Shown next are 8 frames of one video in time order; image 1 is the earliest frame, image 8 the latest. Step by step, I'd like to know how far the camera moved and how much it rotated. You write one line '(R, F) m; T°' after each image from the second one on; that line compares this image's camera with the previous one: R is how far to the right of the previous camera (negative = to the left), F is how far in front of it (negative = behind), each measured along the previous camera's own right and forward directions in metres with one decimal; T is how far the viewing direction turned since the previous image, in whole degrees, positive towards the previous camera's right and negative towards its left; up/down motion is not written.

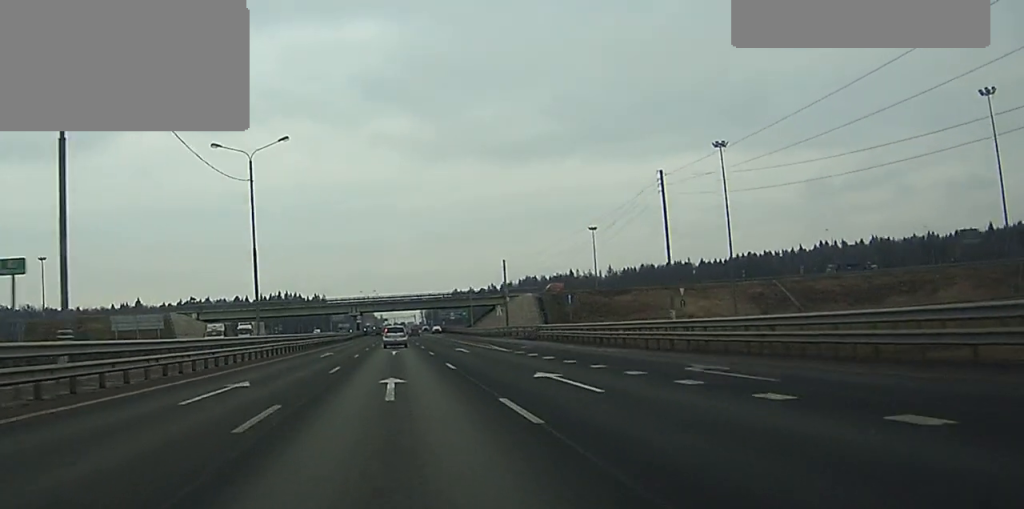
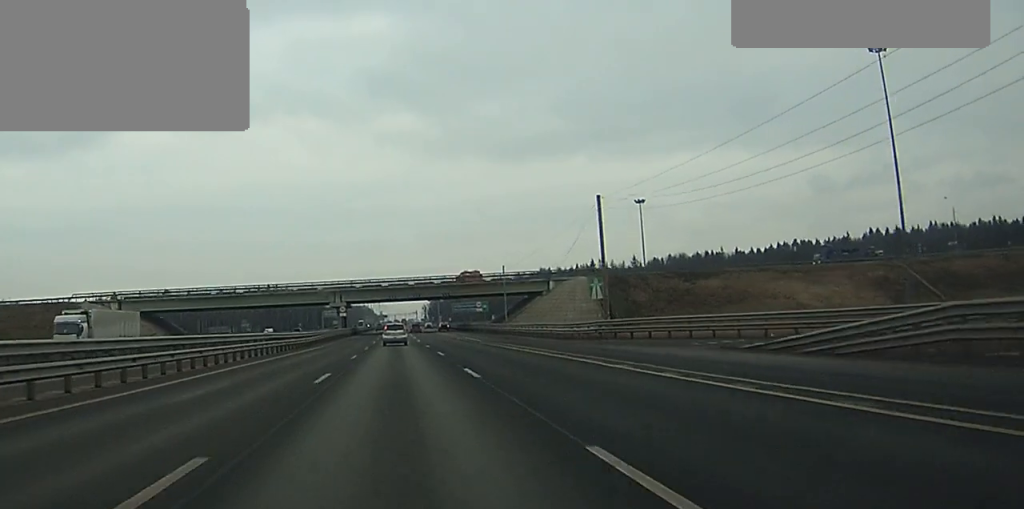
(+0.1, +54.6) m; 0°
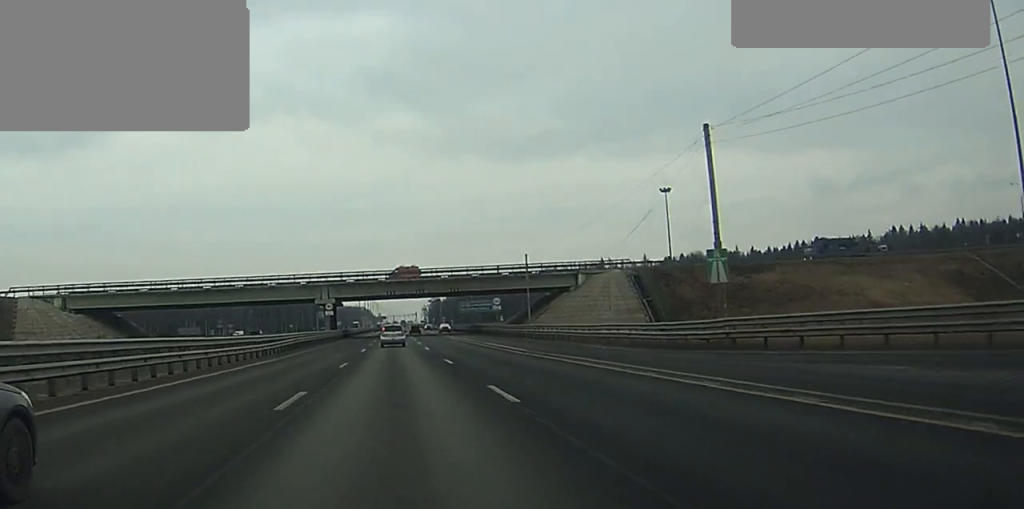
(0.0, +22.8) m; 0°
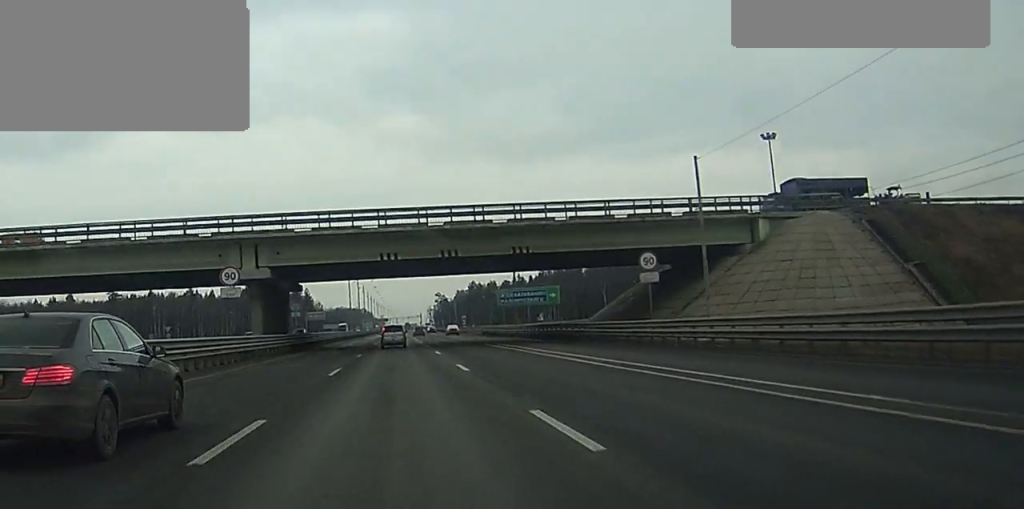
(0.0, +59.0) m; 0°
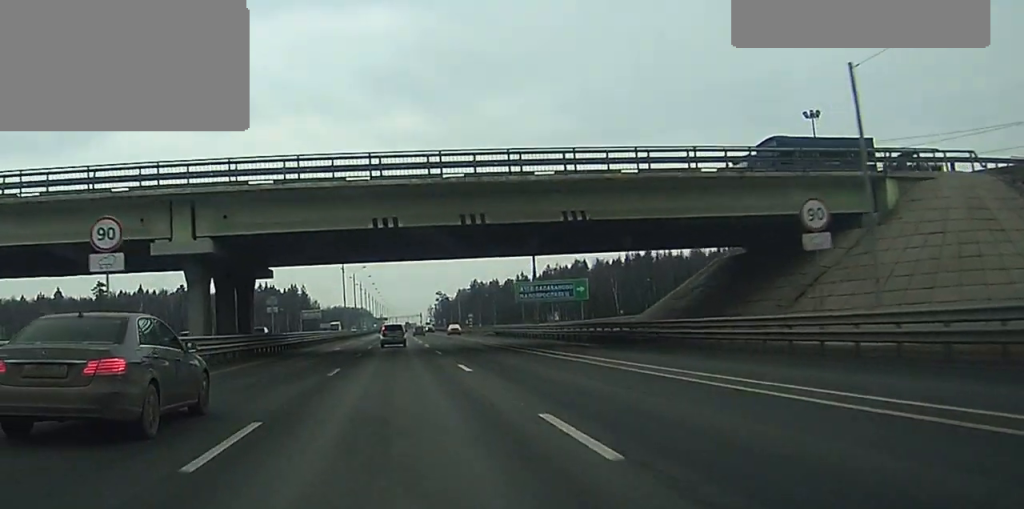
(0.0, +16.6) m; 0°
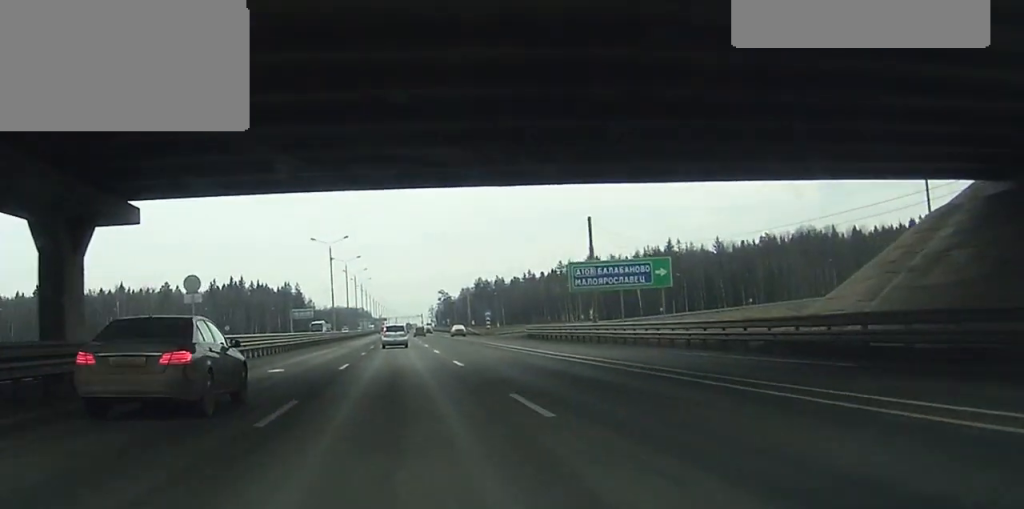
(0.0, +28.1) m; 0°
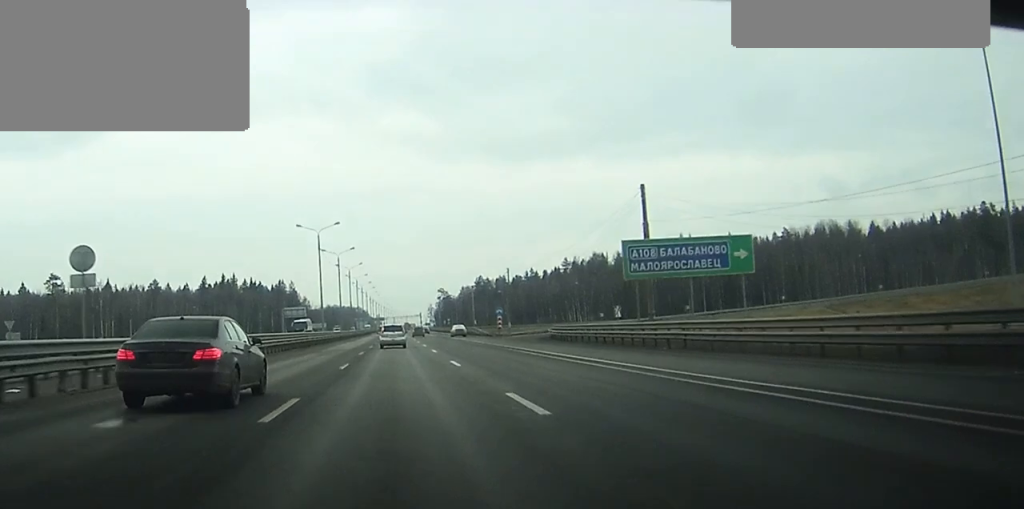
(0.0, +15.5) m; 0°
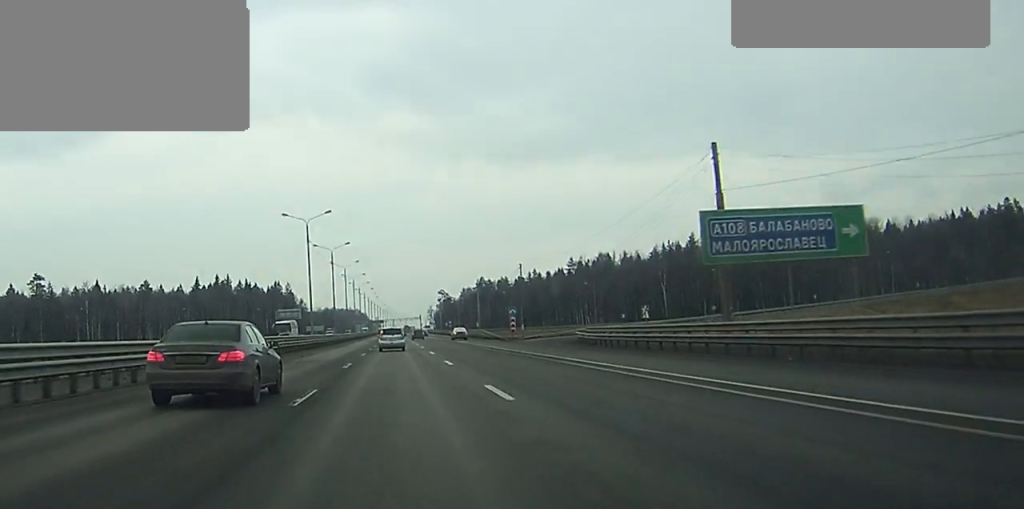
(0.0, +12.5) m; 0°
